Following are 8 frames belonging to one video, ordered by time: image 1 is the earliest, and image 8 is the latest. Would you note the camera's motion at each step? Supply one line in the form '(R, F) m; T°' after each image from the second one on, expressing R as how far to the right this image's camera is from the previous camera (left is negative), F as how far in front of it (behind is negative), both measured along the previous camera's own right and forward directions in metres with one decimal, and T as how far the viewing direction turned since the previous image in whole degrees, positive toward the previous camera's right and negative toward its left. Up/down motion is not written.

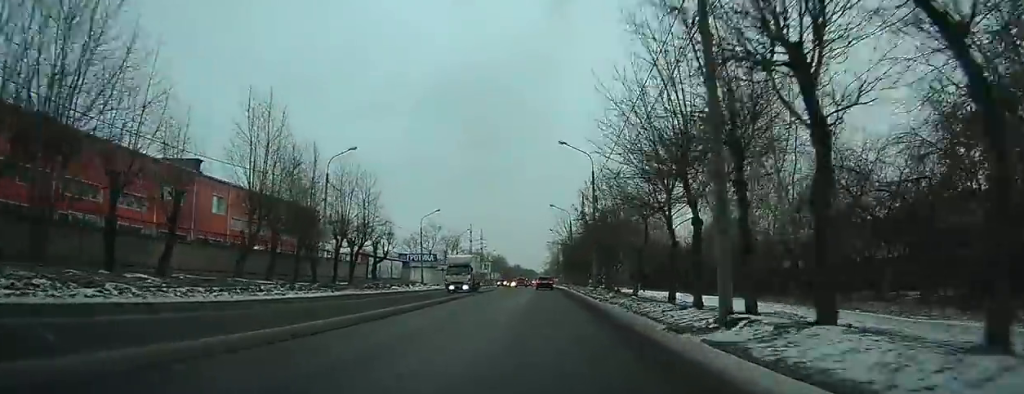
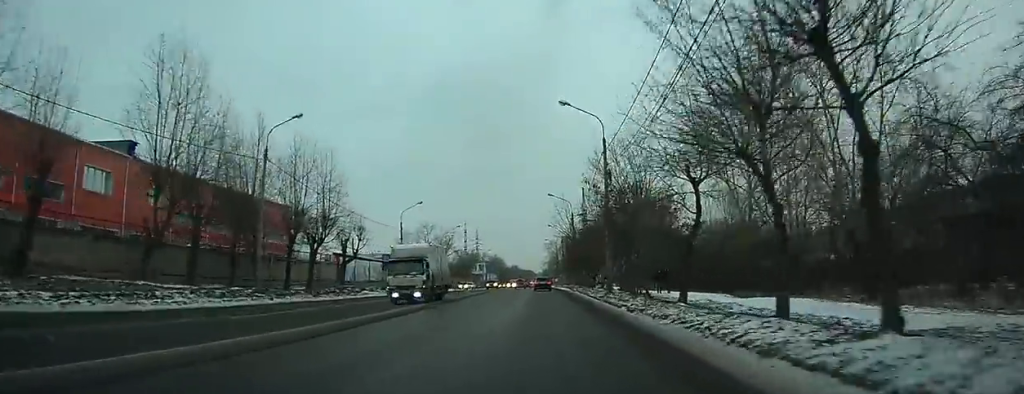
(+0.1, +9.9) m; 0°
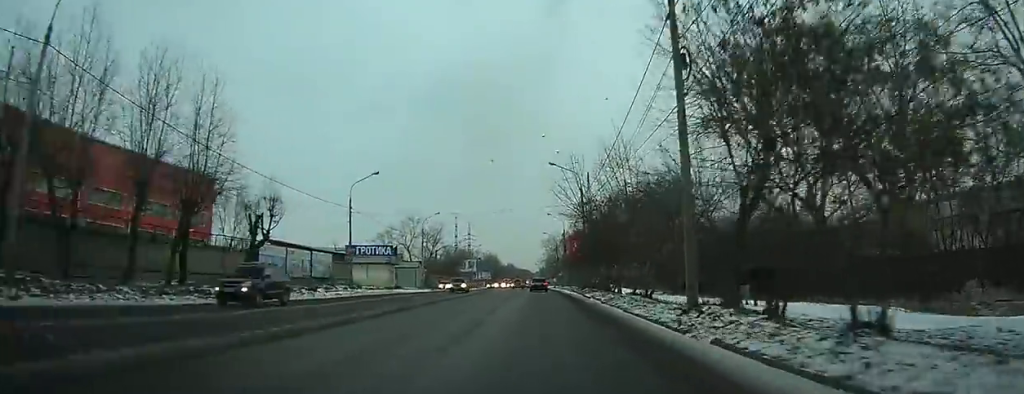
(-0.2, +18.0) m; -1°
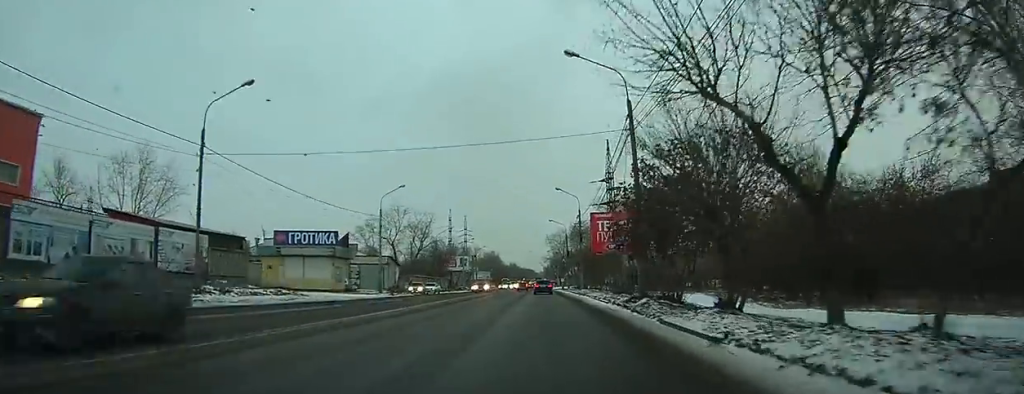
(0.0, +24.2) m; 0°
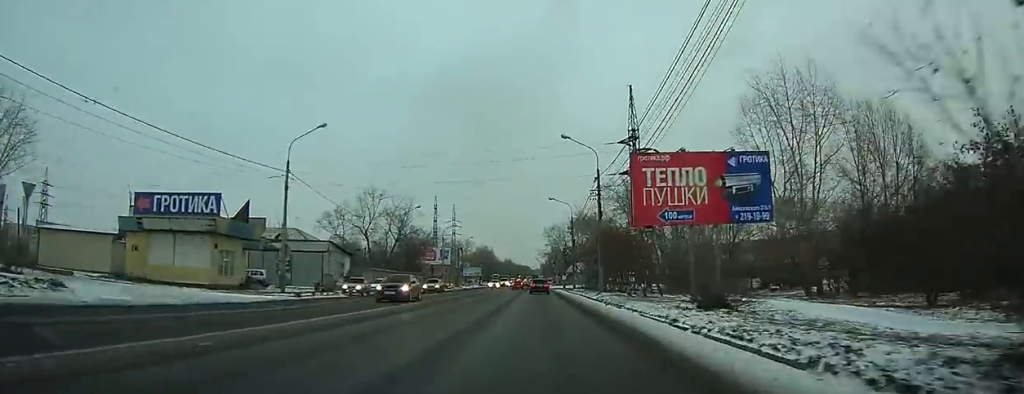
(-0.1, +21.8) m; -1°
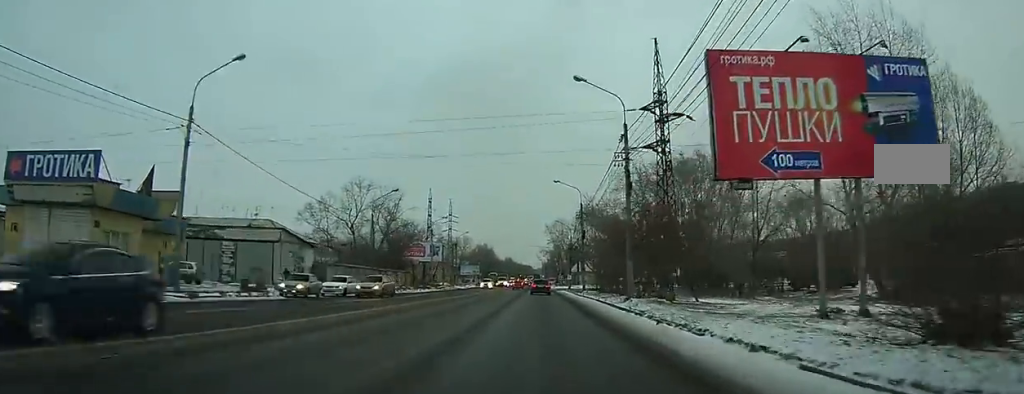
(-0.1, +11.6) m; 0°
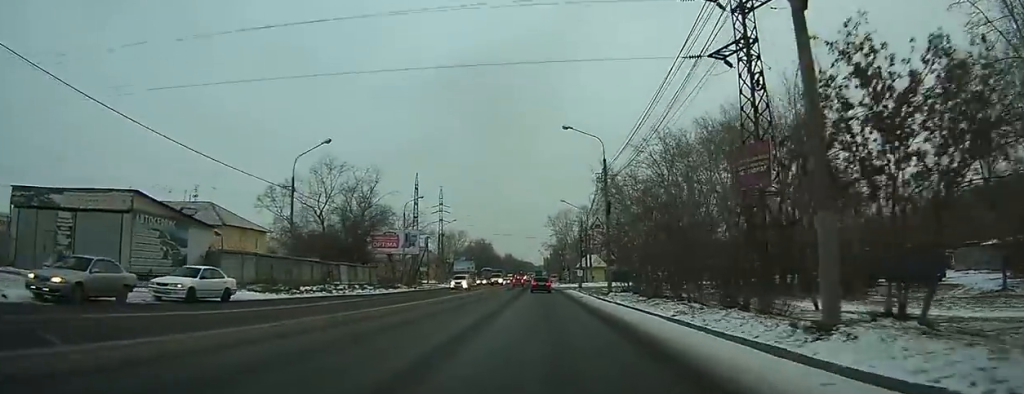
(+0.3, +18.9) m; +1°
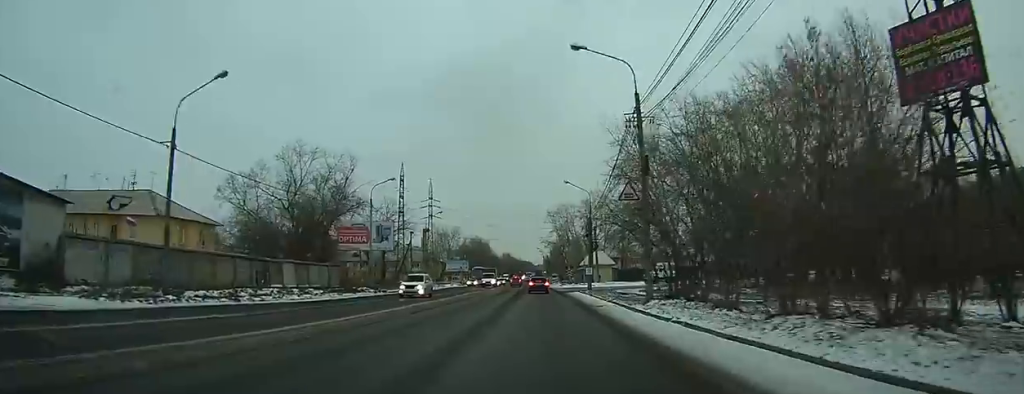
(0.0, +13.2) m; -1°
